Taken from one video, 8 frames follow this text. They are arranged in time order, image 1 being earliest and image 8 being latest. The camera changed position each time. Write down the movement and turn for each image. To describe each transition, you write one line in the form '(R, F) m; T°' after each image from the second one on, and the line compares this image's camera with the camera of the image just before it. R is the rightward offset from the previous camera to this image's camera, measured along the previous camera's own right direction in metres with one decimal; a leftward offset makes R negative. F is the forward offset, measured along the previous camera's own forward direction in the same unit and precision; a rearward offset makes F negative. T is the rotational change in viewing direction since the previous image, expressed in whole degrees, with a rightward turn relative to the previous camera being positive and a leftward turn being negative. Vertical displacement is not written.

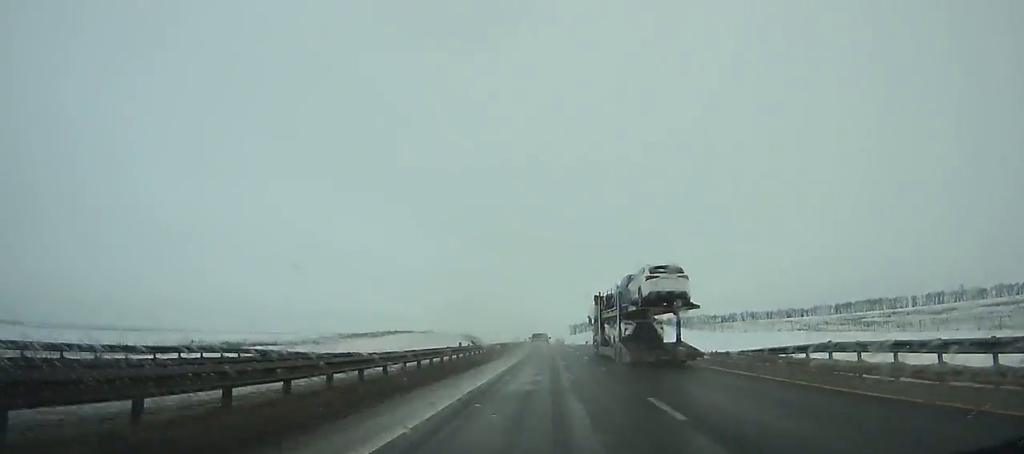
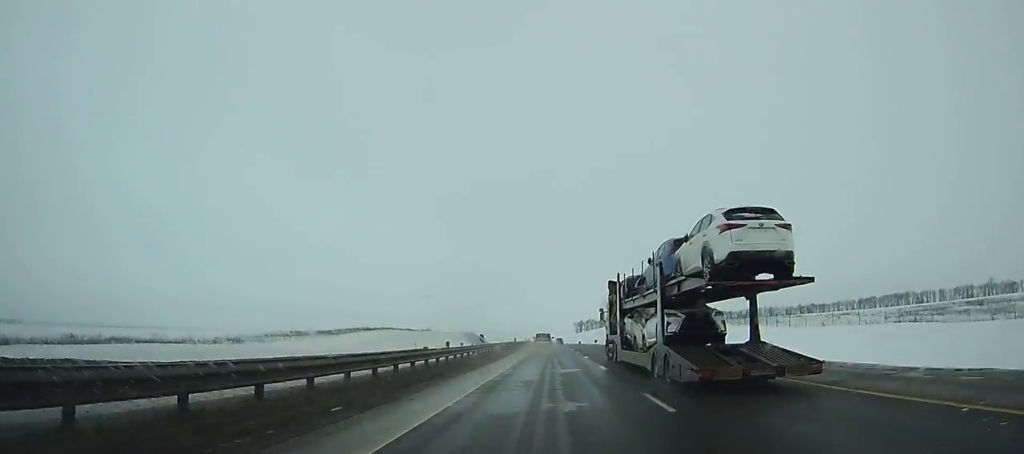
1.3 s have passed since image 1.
(-0.1, +34.2) m; 0°
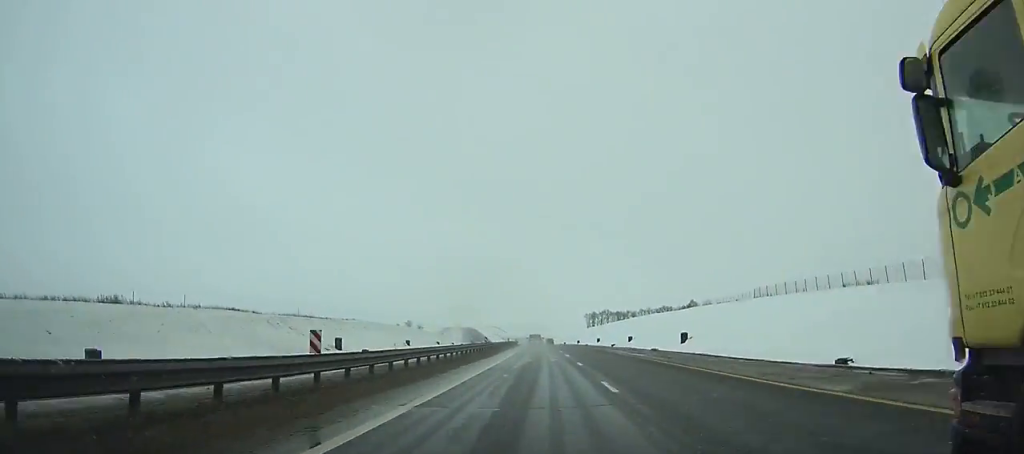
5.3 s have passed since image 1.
(-0.8, +105.0) m; -1°
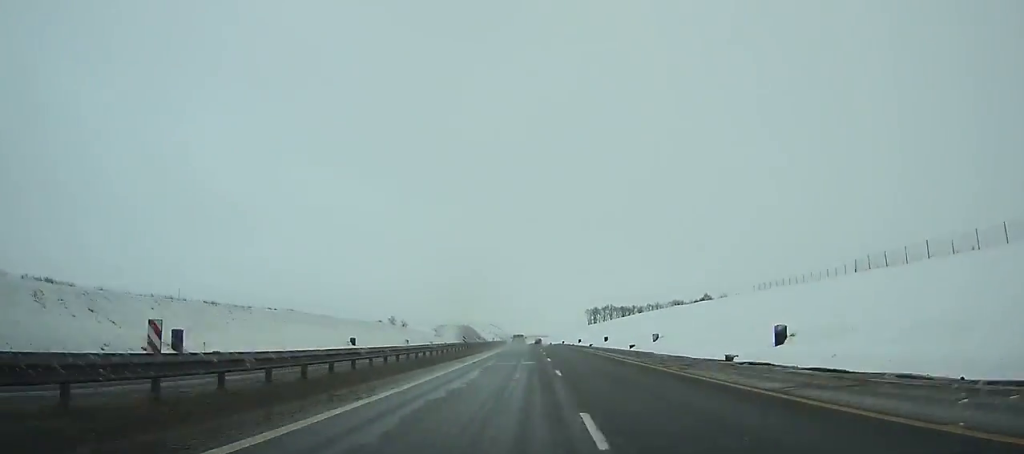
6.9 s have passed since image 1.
(+0.1, +42.0) m; -1°
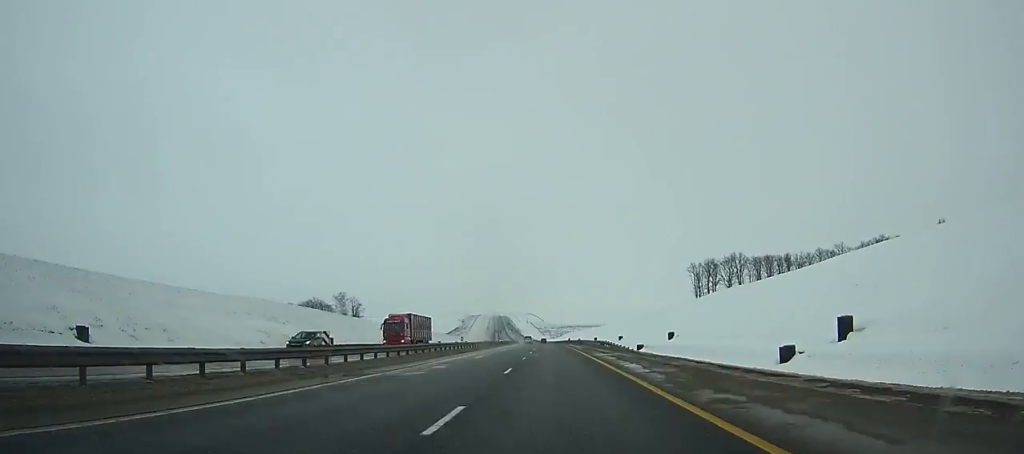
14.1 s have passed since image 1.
(-6.3, +191.4) m; -3°
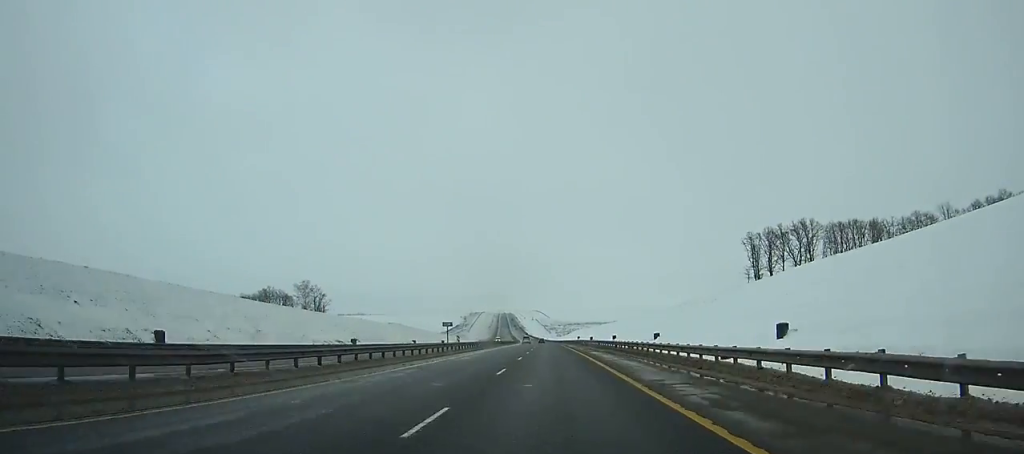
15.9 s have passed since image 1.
(-0.3, +48.6) m; -1°
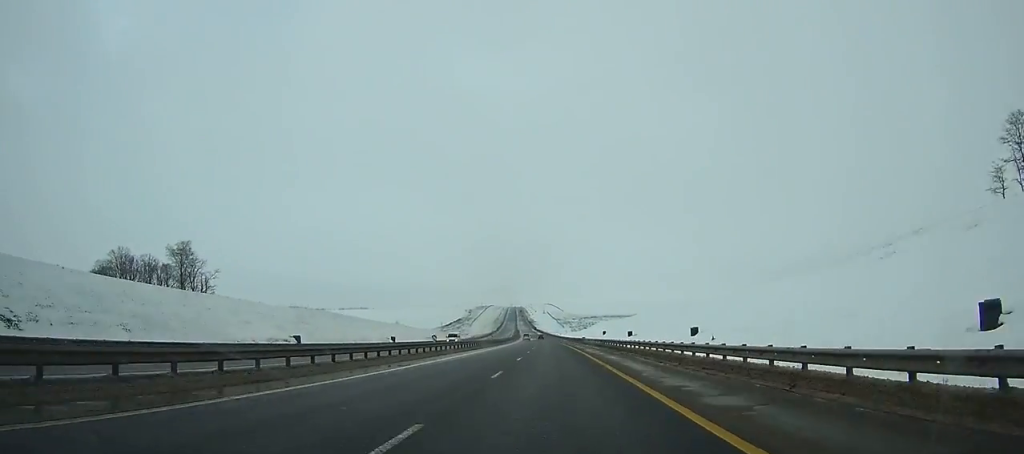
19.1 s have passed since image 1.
(-1.0, +86.7) m; -1°
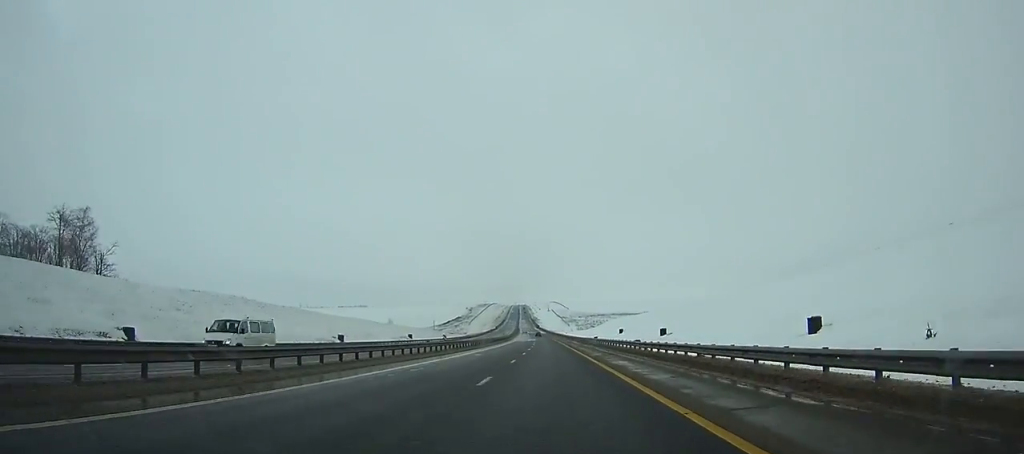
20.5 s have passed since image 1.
(-0.2, +38.1) m; -1°
